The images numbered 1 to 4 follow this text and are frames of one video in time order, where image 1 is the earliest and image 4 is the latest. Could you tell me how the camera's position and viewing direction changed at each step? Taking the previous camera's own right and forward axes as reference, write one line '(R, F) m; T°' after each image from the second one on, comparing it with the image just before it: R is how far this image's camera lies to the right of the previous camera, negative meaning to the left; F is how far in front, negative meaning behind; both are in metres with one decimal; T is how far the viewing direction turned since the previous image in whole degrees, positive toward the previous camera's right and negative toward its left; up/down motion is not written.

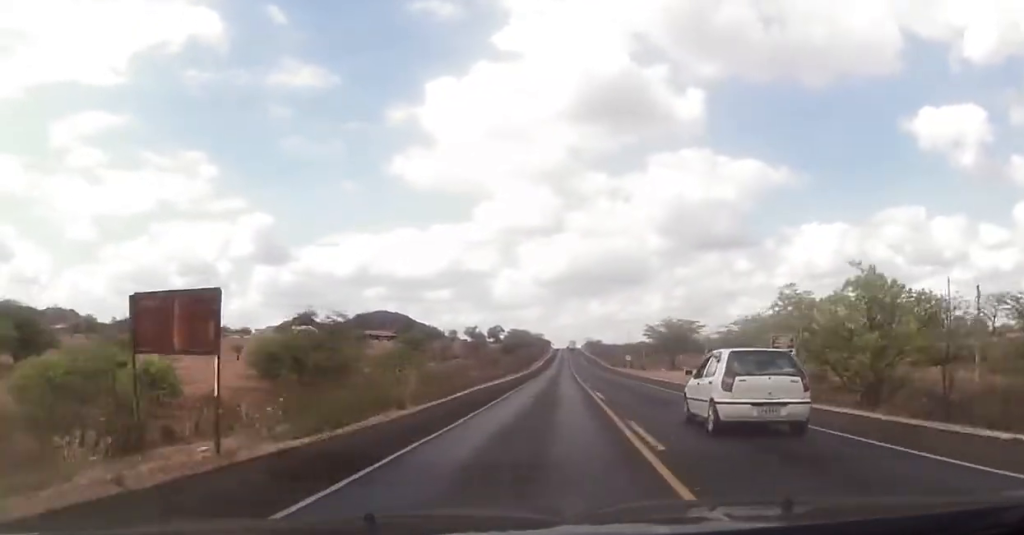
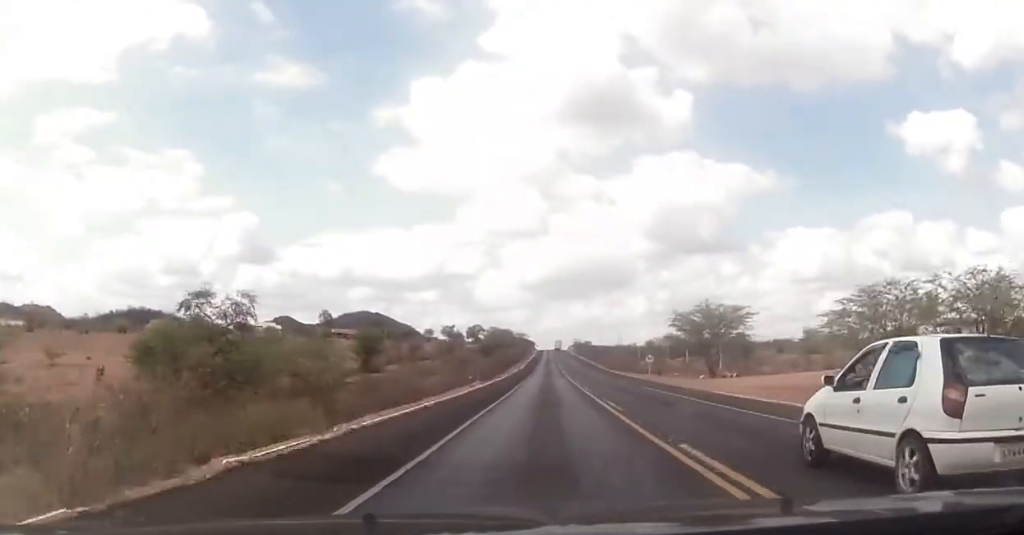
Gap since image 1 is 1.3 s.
(-0.3, +29.2) m; -1°
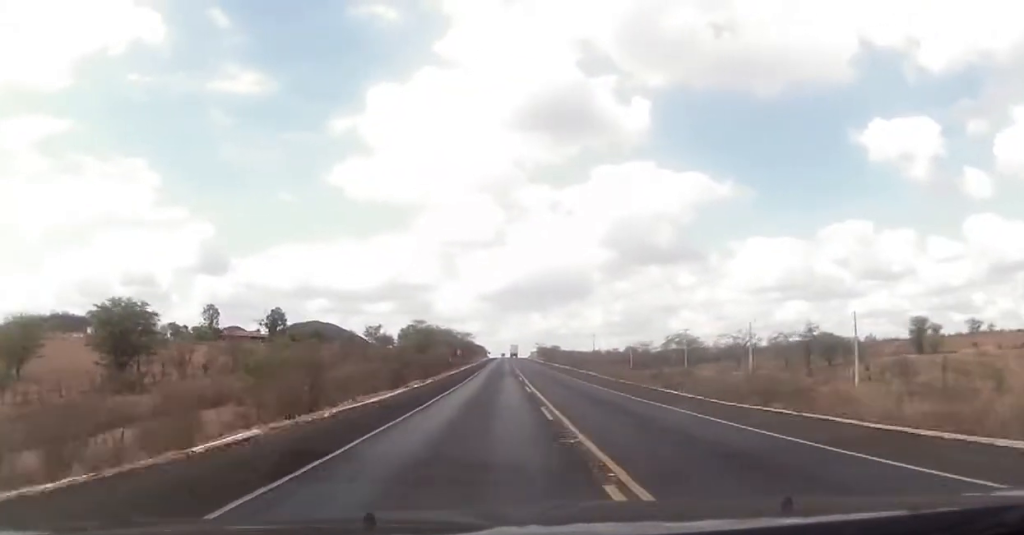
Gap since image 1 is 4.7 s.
(+1.9, +79.9) m; +3°
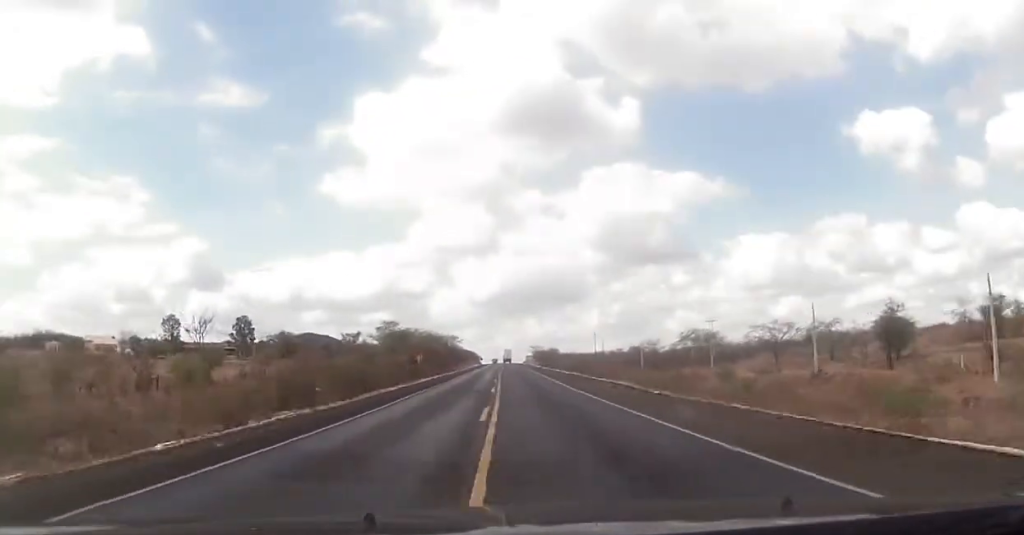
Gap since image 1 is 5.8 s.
(+0.6, +25.6) m; +1°
